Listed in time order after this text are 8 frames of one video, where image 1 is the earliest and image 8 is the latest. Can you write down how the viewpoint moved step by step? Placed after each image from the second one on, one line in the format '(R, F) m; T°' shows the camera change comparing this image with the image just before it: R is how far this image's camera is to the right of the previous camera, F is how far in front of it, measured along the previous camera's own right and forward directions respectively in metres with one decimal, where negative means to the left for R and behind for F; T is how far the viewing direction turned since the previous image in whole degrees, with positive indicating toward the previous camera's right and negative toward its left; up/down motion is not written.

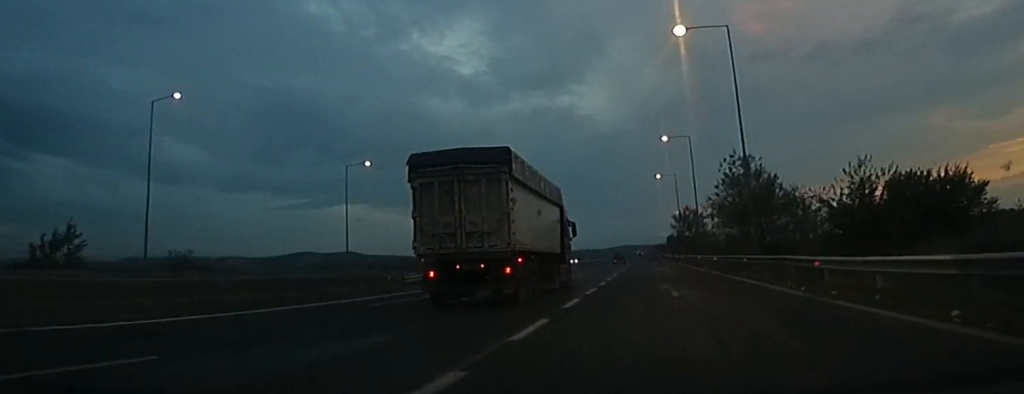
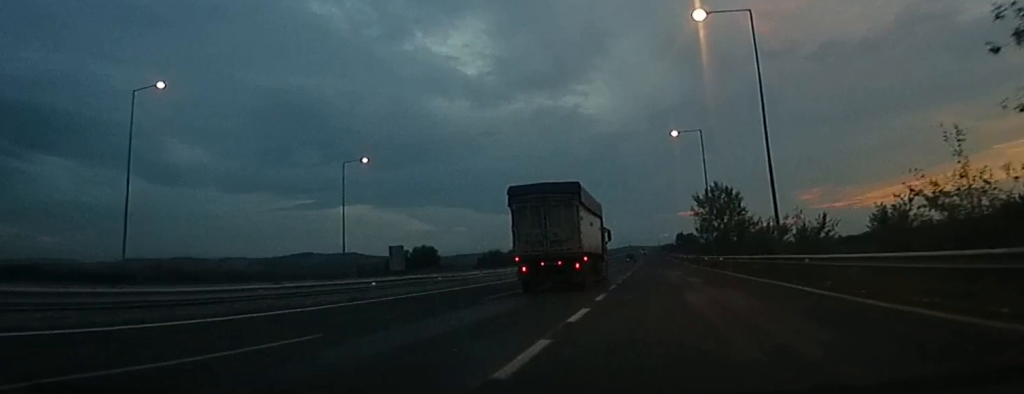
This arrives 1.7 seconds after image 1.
(-0.3, +40.6) m; -1°
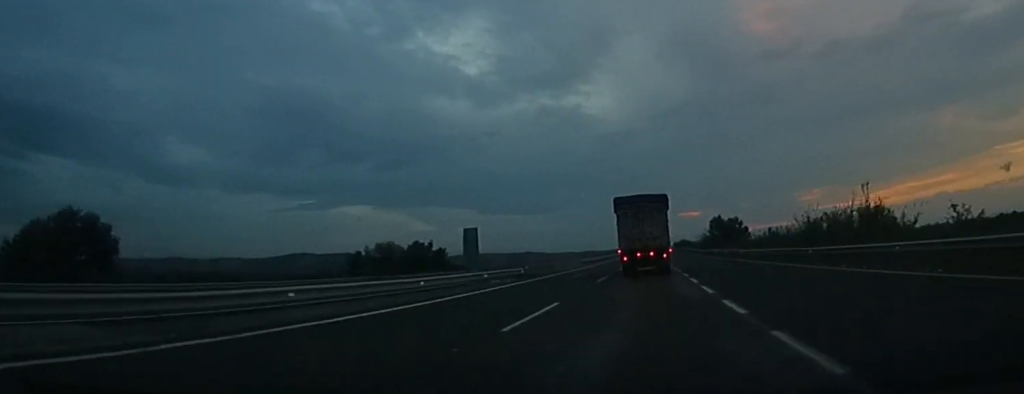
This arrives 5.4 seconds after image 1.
(-1.0, +59.0) m; +1°
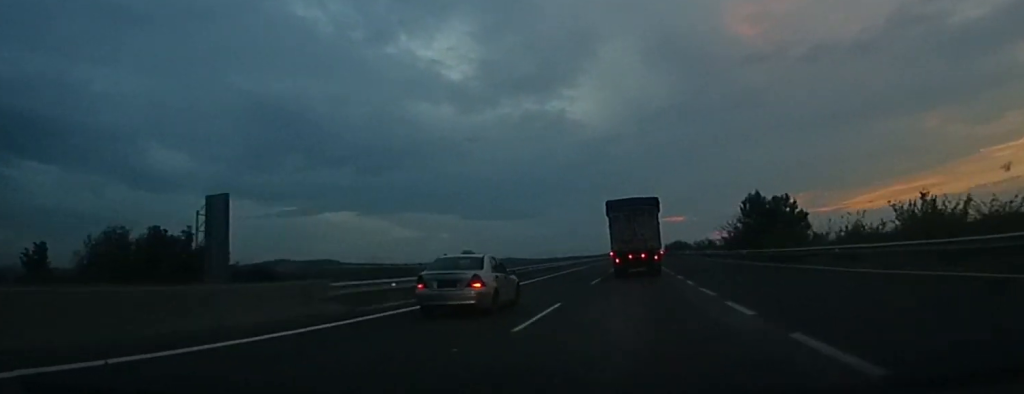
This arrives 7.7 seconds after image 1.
(+1.2, +38.3) m; +2°
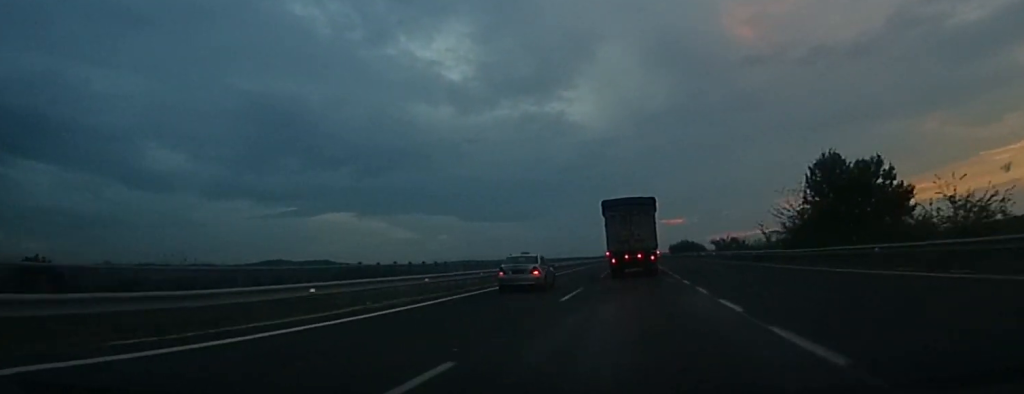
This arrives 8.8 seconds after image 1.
(-0.1, +17.9) m; -1°
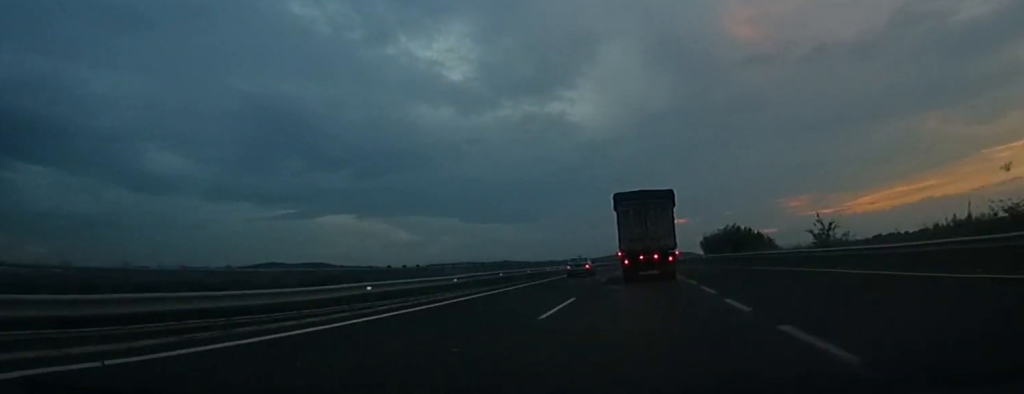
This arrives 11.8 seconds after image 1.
(-0.7, +47.4) m; -1°
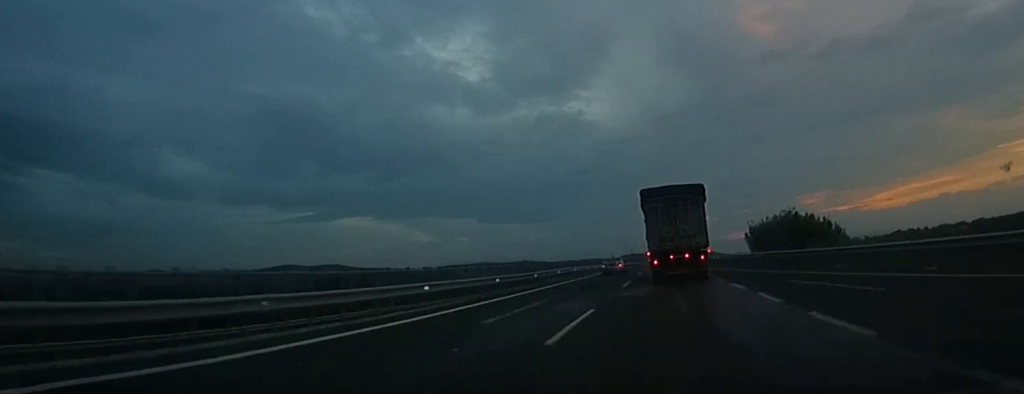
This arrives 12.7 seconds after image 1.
(0.0, +18.3) m; 0°
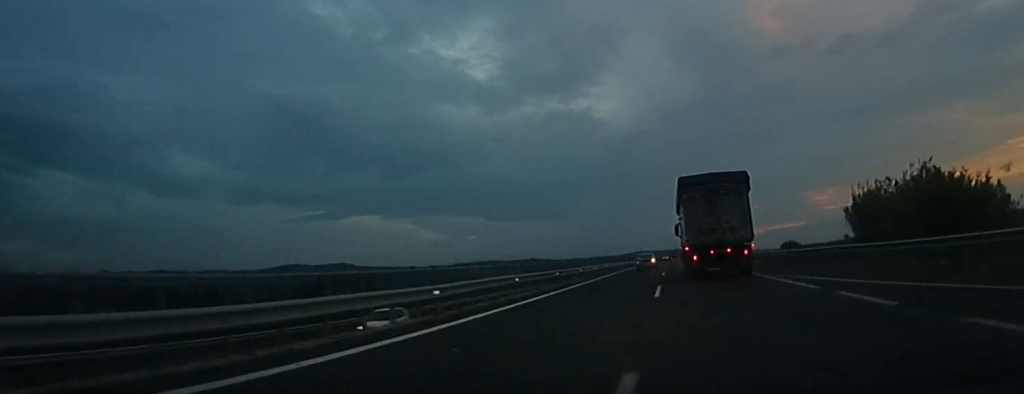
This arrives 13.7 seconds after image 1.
(0.0, +22.0) m; 0°
